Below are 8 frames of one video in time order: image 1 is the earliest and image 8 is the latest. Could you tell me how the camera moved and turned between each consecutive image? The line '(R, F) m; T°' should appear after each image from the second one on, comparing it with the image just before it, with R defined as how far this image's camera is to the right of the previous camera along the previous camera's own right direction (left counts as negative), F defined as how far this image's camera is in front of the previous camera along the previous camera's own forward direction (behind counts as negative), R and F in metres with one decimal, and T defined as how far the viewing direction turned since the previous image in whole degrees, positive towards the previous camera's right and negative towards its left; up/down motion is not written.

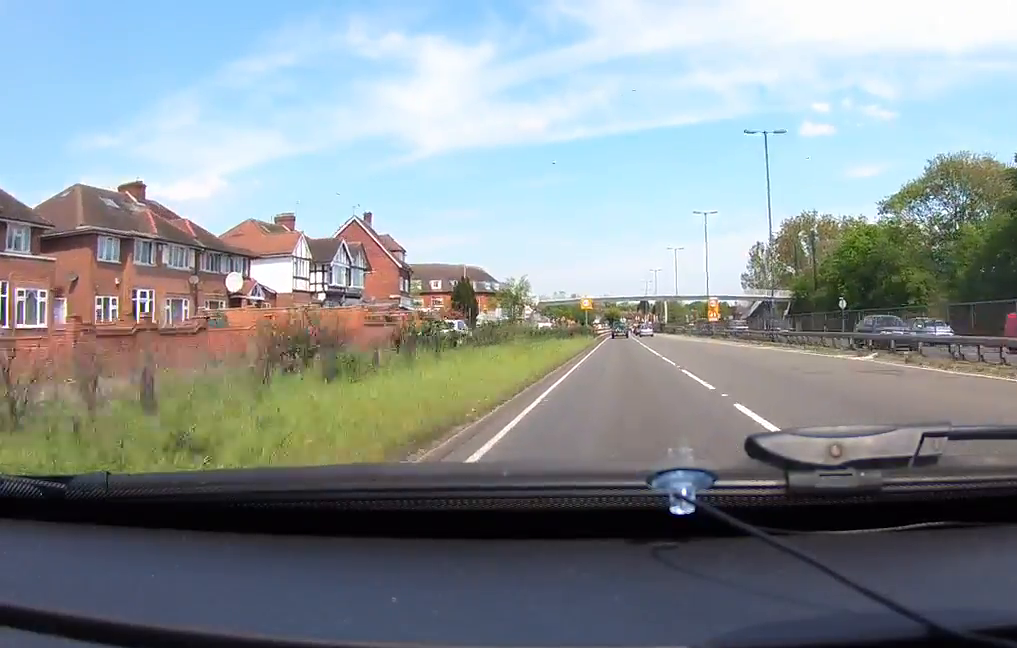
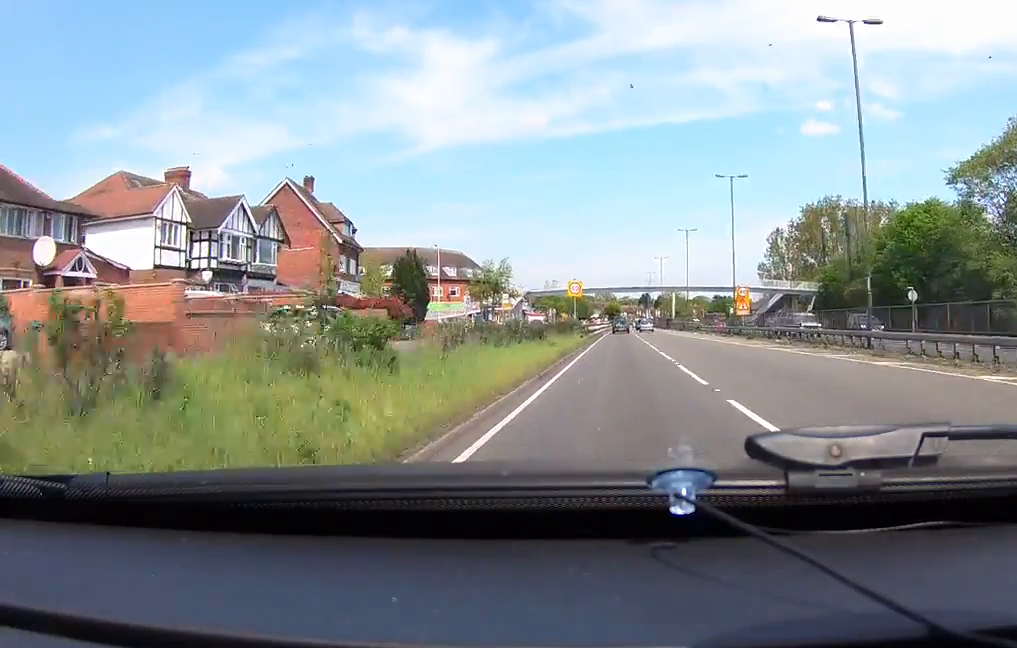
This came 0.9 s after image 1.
(+0.2, +17.9) m; +1°
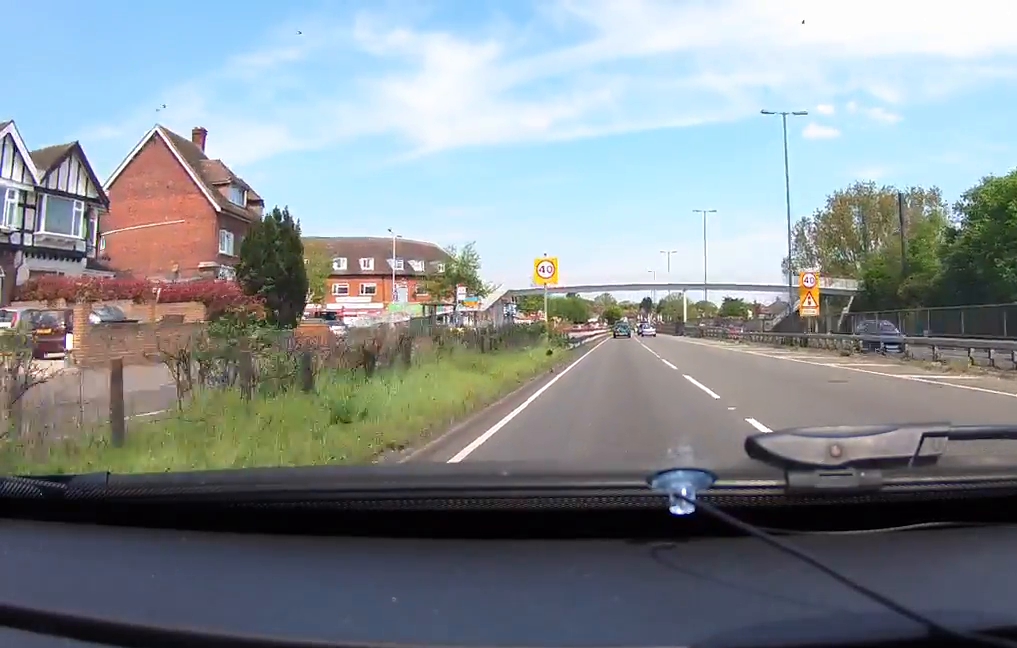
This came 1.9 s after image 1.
(+0.2, +20.5) m; +1°
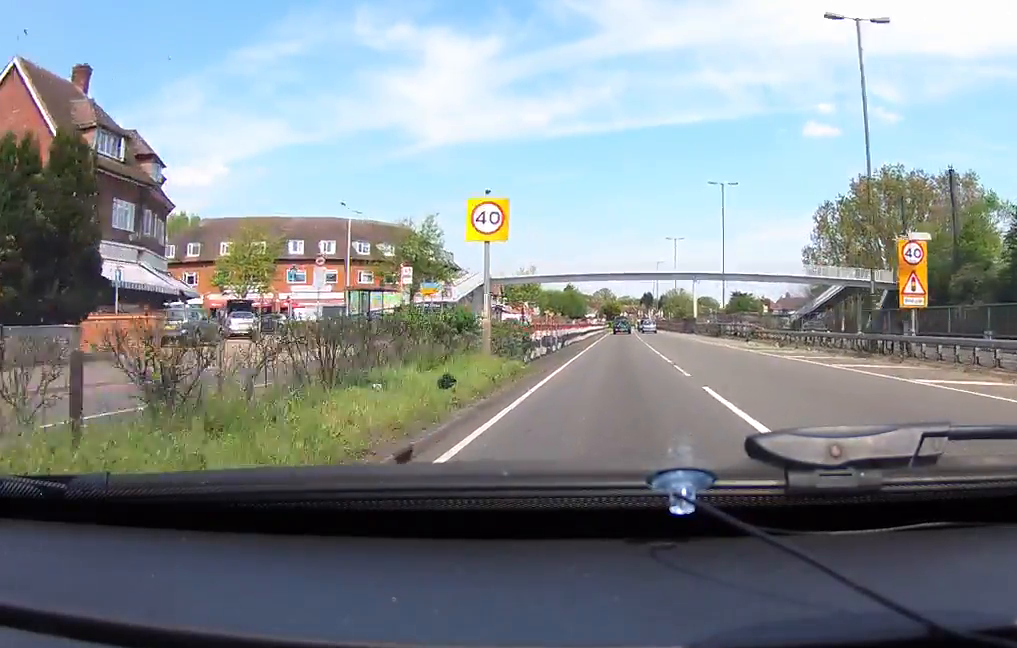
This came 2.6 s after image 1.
(0.0, +13.7) m; 0°
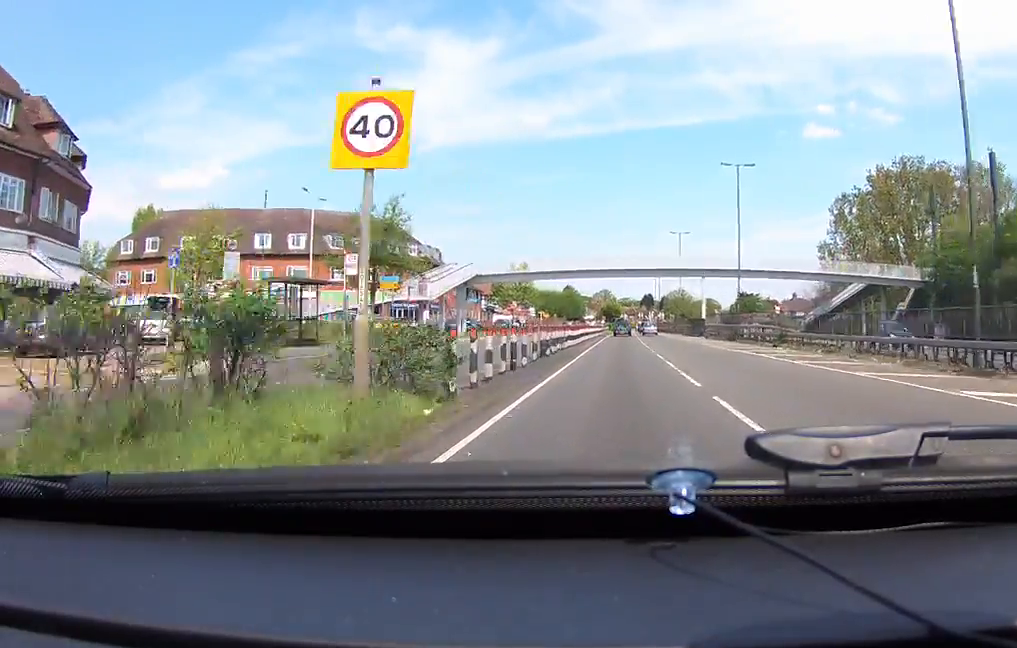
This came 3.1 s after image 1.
(0.0, +8.5) m; 0°
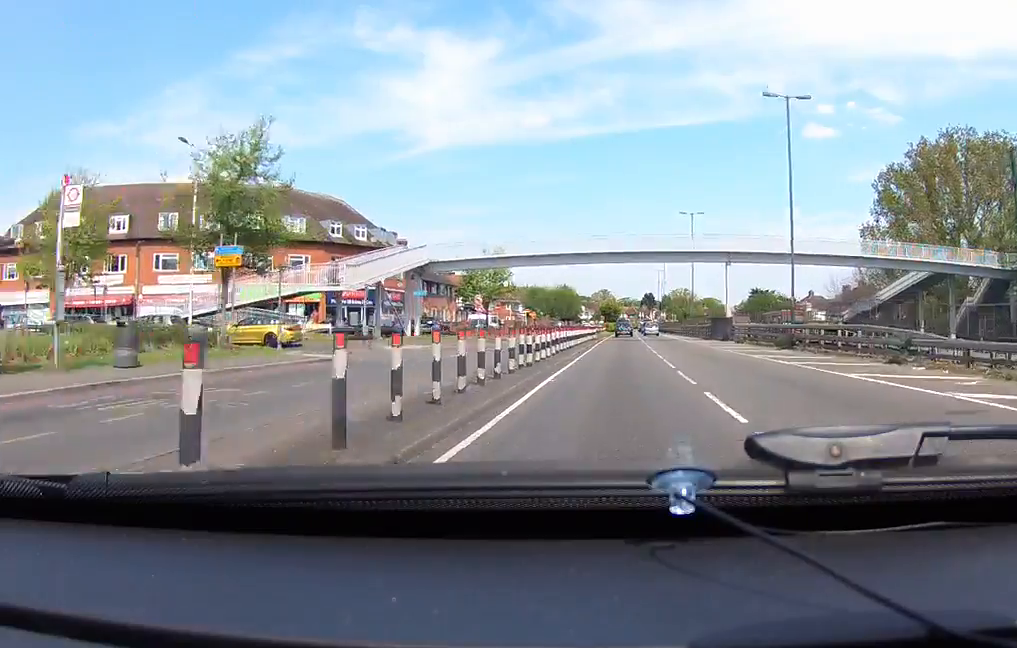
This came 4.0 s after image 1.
(0.0, +17.5) m; 0°
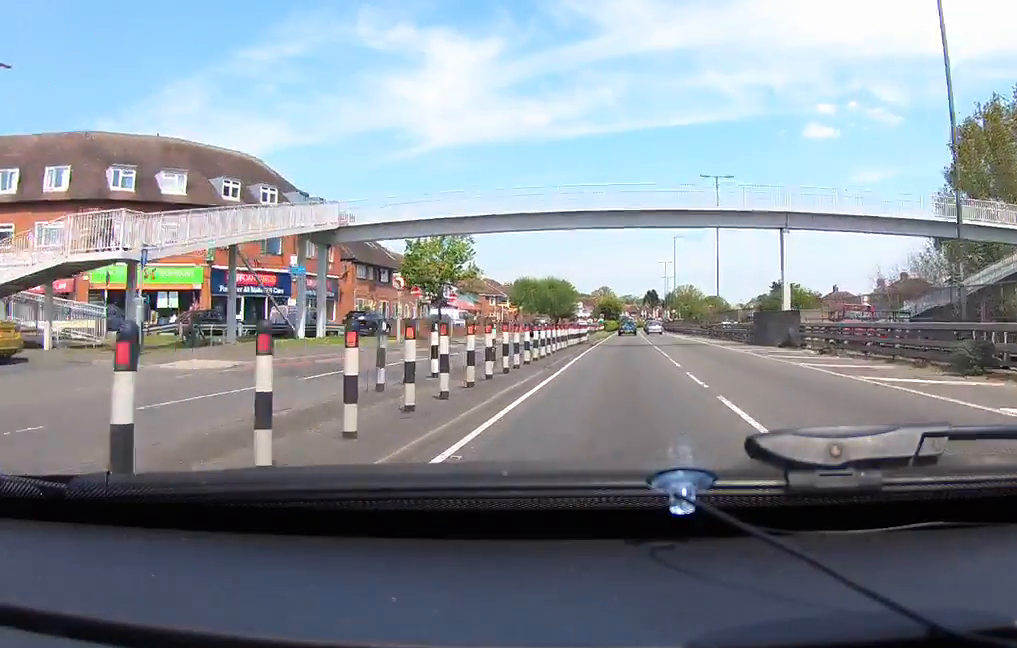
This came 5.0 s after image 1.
(0.0, +19.4) m; 0°
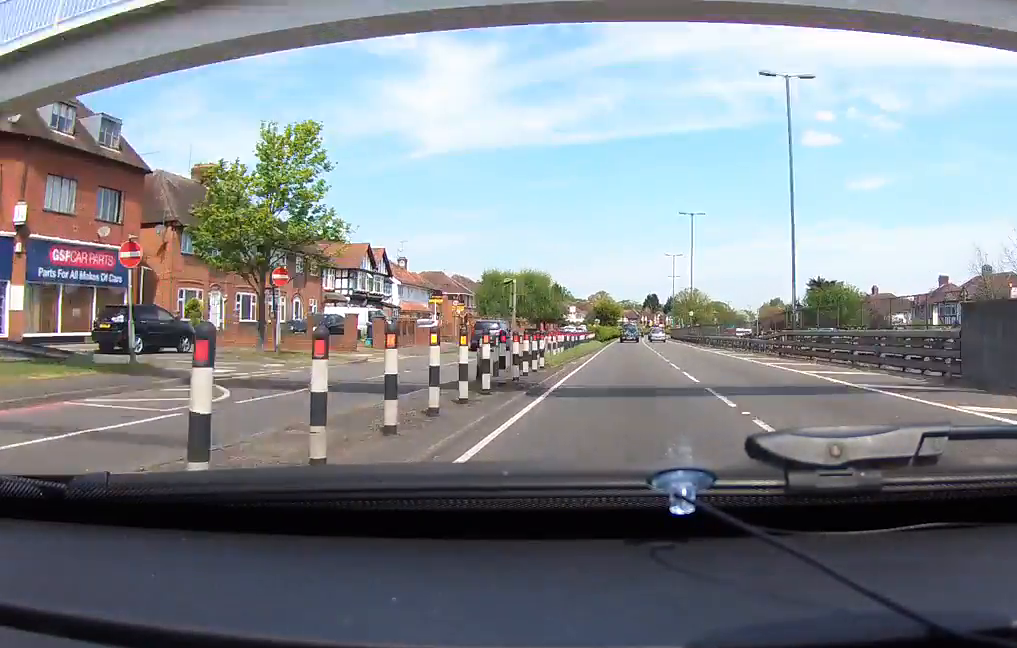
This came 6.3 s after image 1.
(+0.2, +26.2) m; +1°
